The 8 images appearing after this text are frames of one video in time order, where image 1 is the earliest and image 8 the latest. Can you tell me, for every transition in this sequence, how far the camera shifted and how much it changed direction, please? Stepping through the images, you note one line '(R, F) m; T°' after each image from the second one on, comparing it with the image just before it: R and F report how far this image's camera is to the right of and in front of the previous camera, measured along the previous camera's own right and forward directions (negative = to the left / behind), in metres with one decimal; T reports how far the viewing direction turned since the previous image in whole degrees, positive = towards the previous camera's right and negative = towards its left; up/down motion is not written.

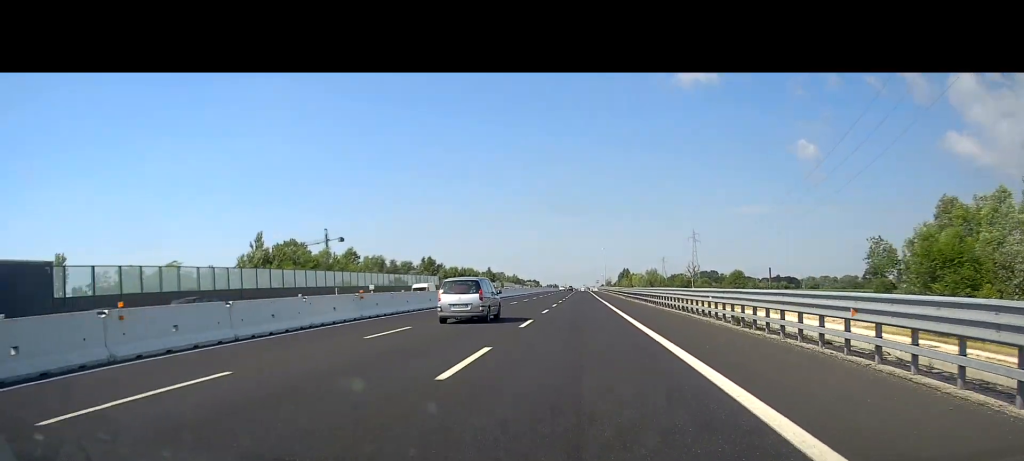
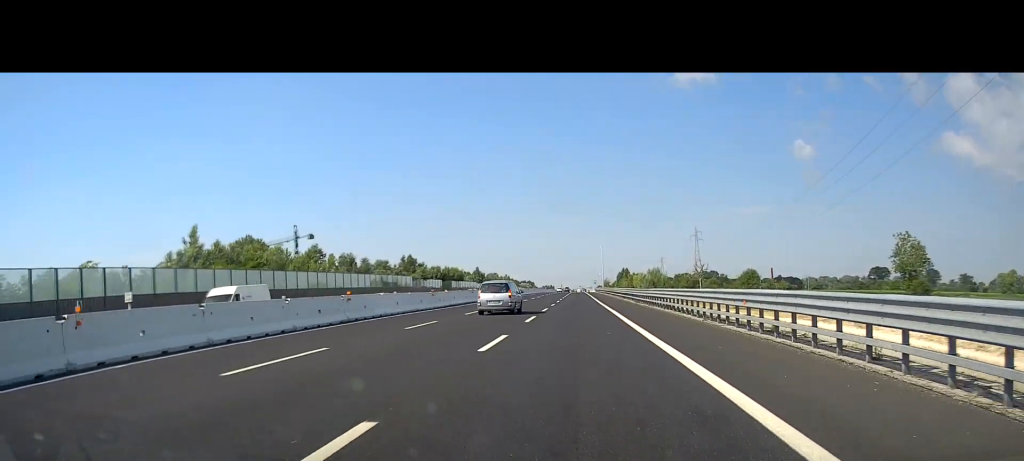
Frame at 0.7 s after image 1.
(+0.1, +19.3) m; 0°
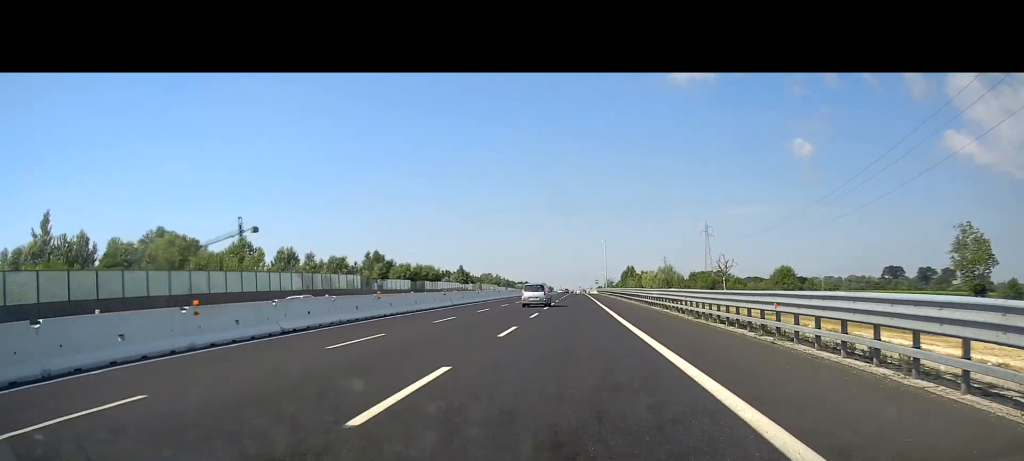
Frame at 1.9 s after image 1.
(0.0, +30.7) m; 0°
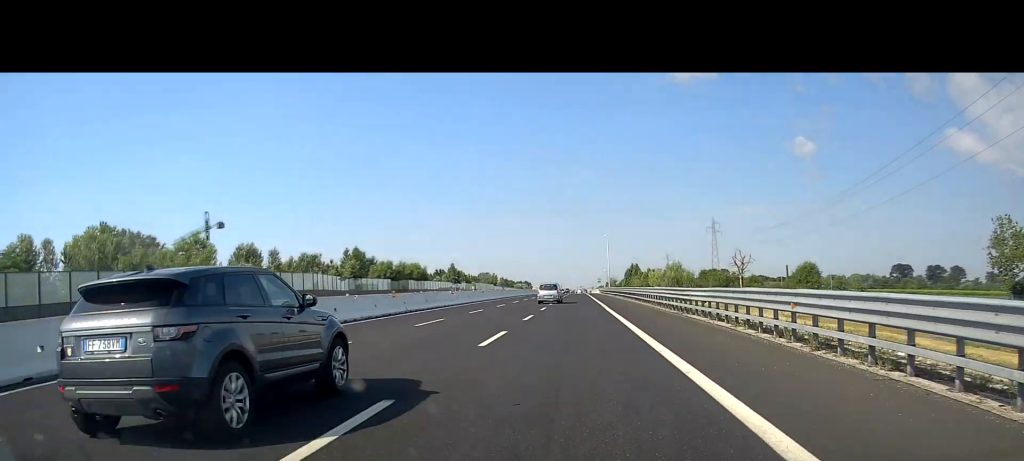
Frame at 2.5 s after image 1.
(-0.1, +14.9) m; 0°
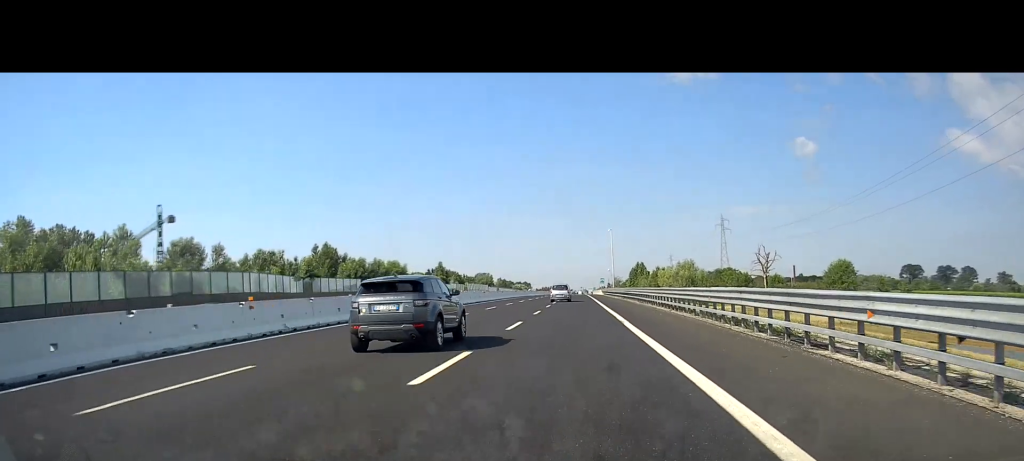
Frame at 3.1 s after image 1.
(+0.1, +17.5) m; 0°
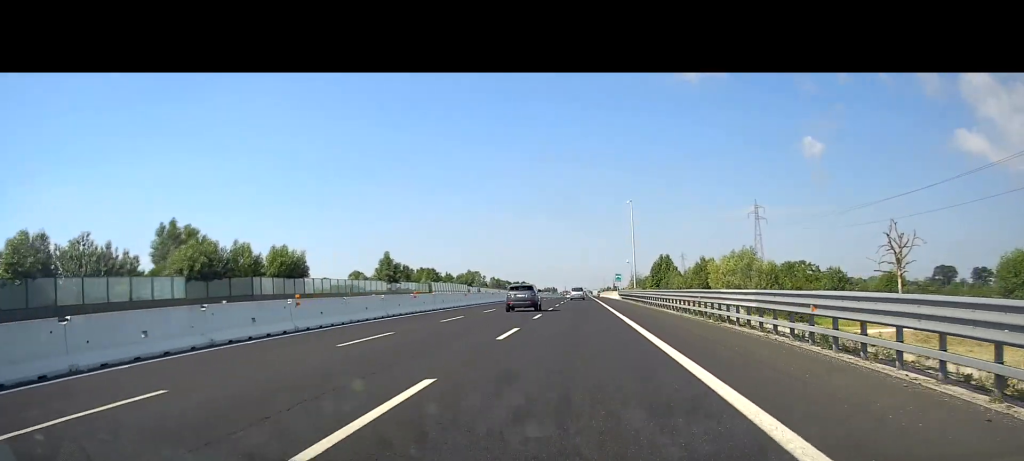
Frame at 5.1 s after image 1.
(-0.6, +50.9) m; -1°
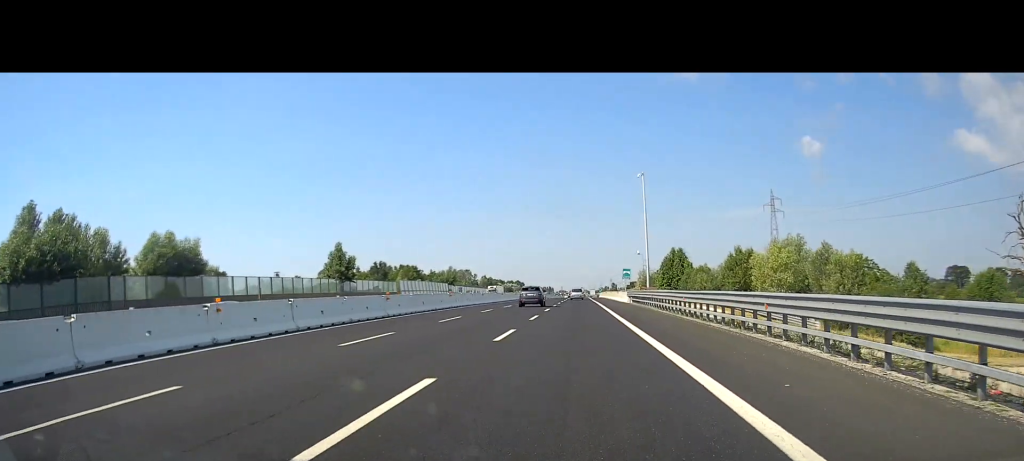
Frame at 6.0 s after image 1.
(+0.1, +23.7) m; 0°
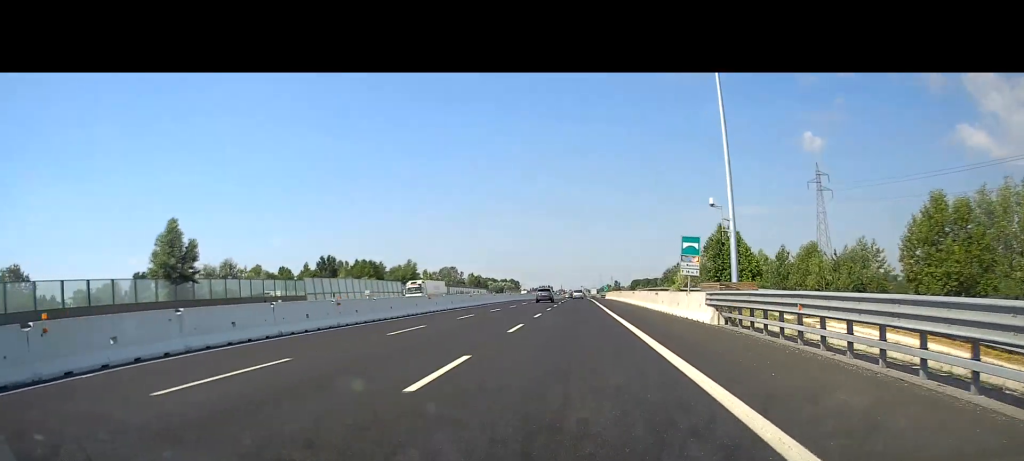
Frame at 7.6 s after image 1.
(0.0, +42.9) m; 0°
